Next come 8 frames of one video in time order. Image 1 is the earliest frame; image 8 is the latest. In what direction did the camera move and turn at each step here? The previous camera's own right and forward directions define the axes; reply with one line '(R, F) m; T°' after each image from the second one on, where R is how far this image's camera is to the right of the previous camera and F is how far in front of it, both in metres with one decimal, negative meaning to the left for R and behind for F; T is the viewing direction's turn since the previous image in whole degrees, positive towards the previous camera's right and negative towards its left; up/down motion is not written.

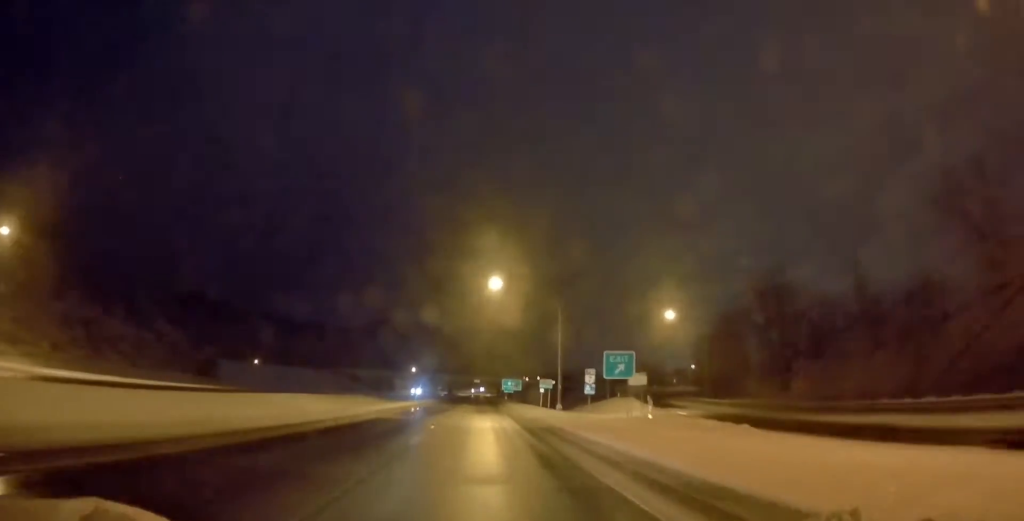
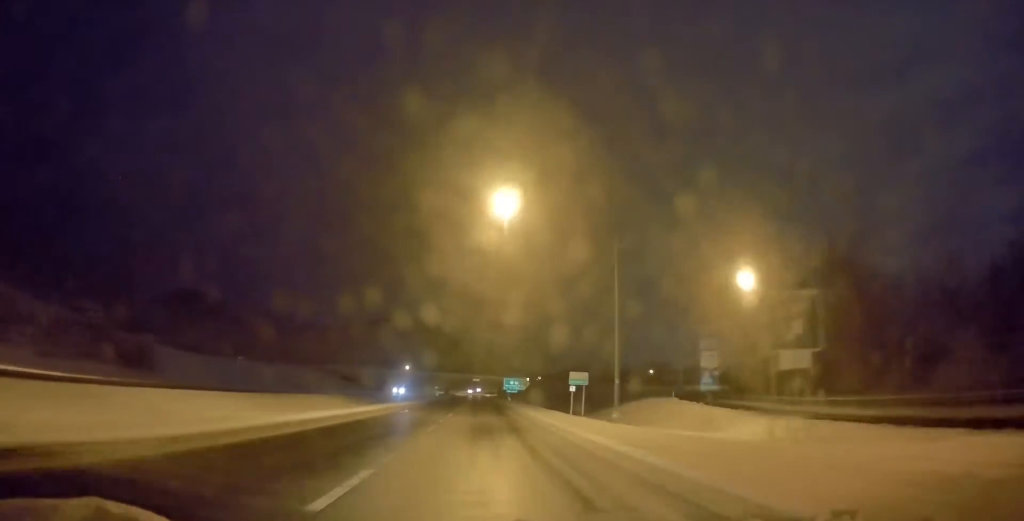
(-0.3, +20.2) m; 0°
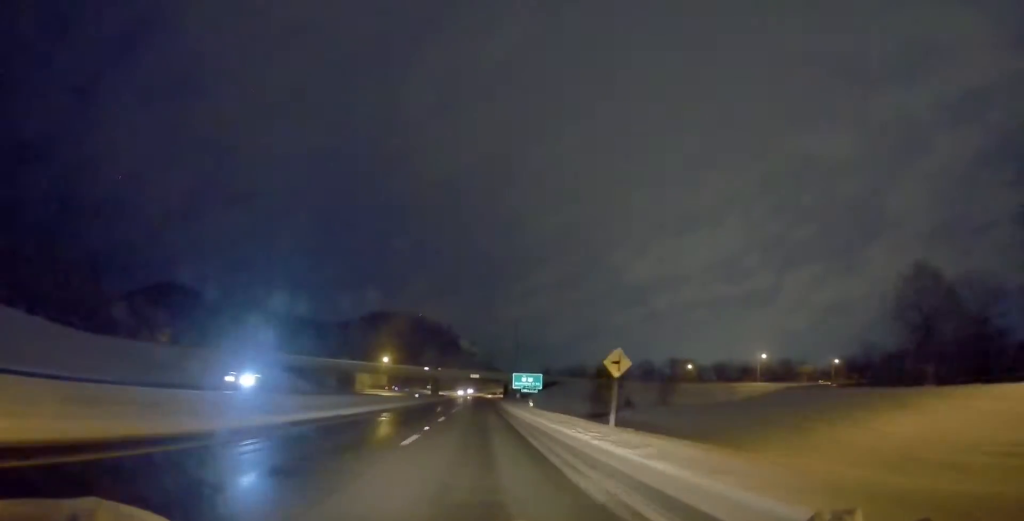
(+0.4, +55.2) m; 0°
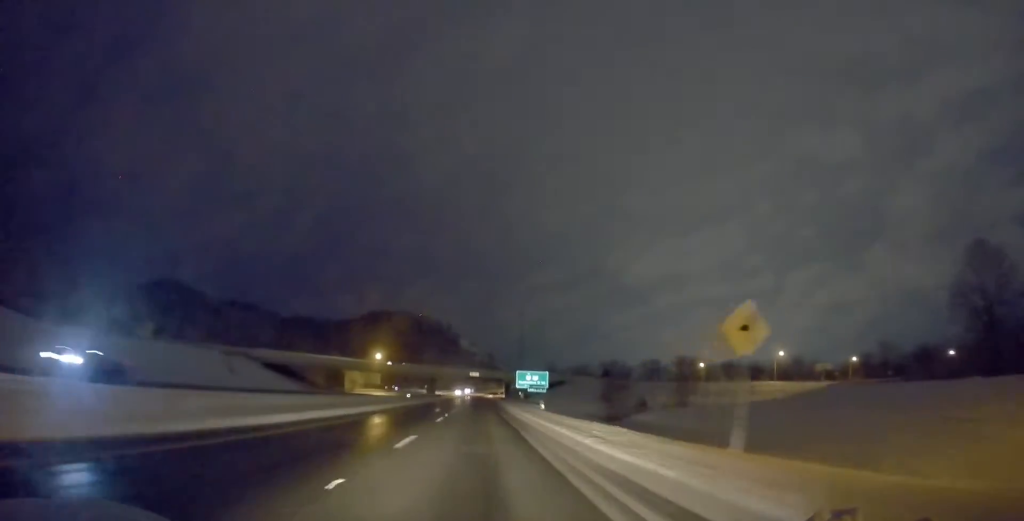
(+0.2, +12.9) m; 0°
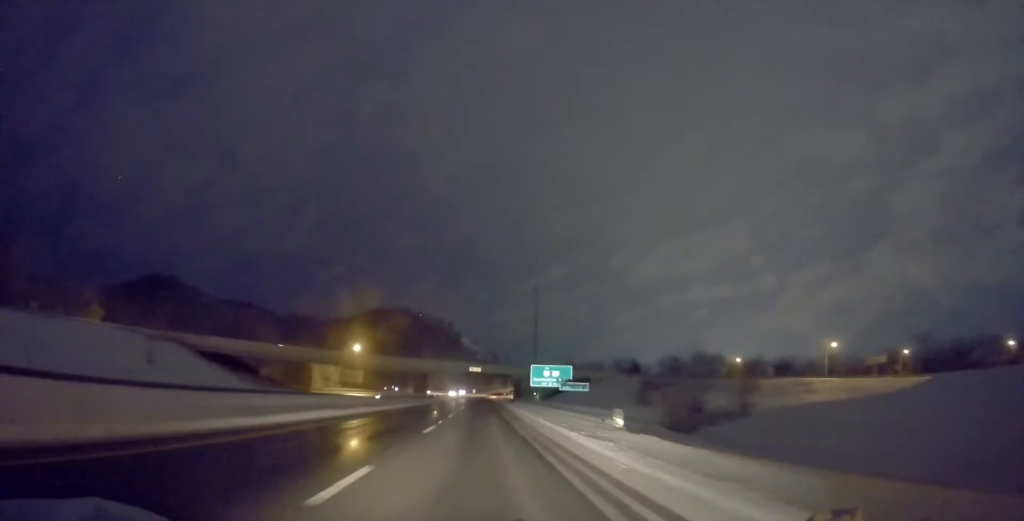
(-0.4, +31.3) m; 0°
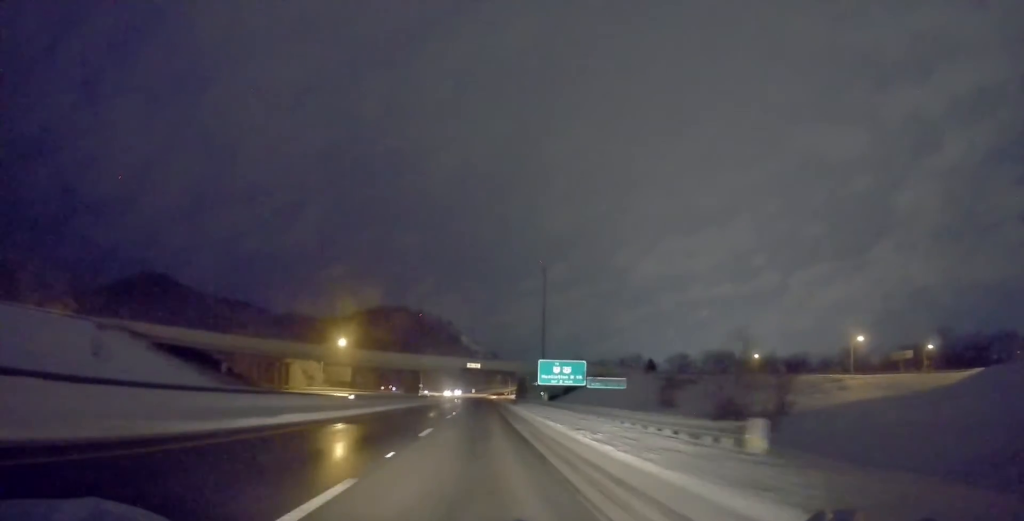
(+0.3, +13.6) m; 0°
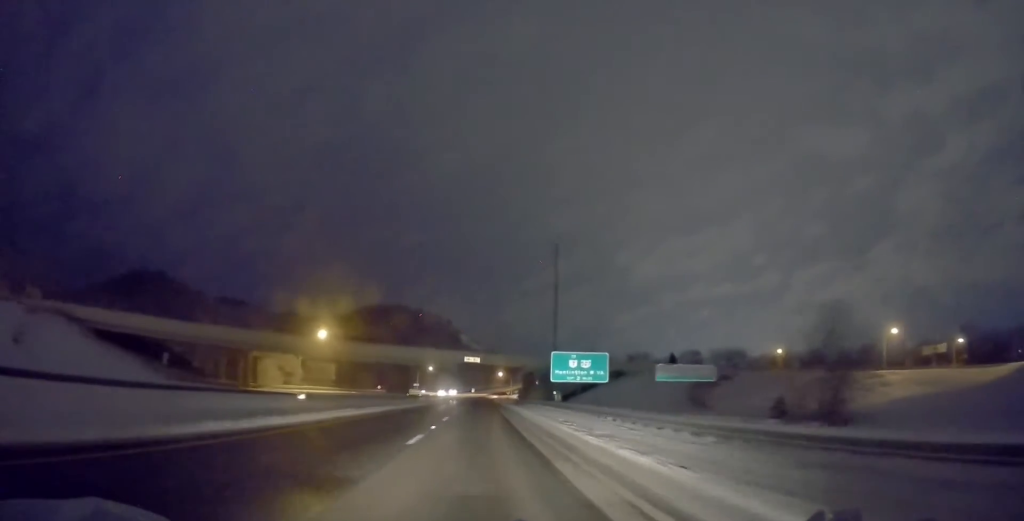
(-0.2, +15.2) m; 0°
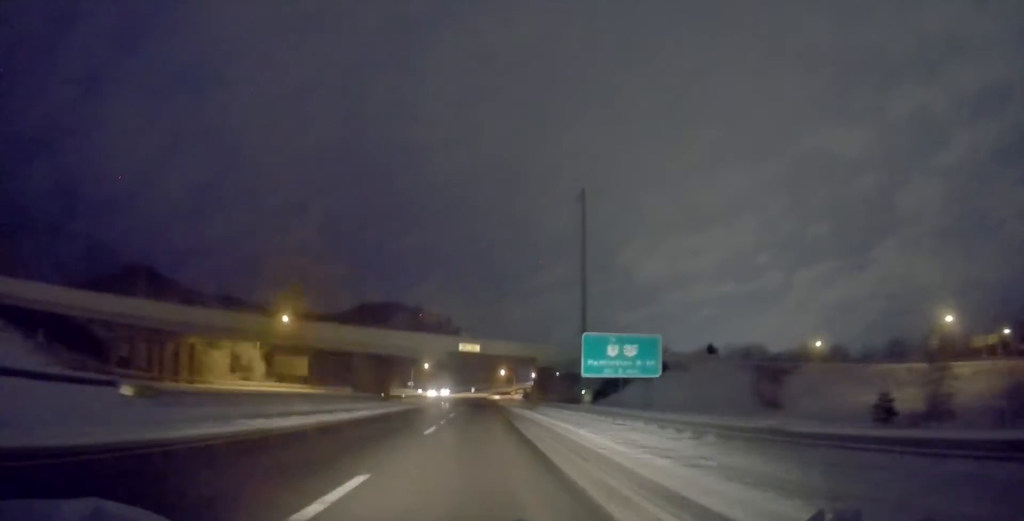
(-0.1, +20.8) m; 0°
